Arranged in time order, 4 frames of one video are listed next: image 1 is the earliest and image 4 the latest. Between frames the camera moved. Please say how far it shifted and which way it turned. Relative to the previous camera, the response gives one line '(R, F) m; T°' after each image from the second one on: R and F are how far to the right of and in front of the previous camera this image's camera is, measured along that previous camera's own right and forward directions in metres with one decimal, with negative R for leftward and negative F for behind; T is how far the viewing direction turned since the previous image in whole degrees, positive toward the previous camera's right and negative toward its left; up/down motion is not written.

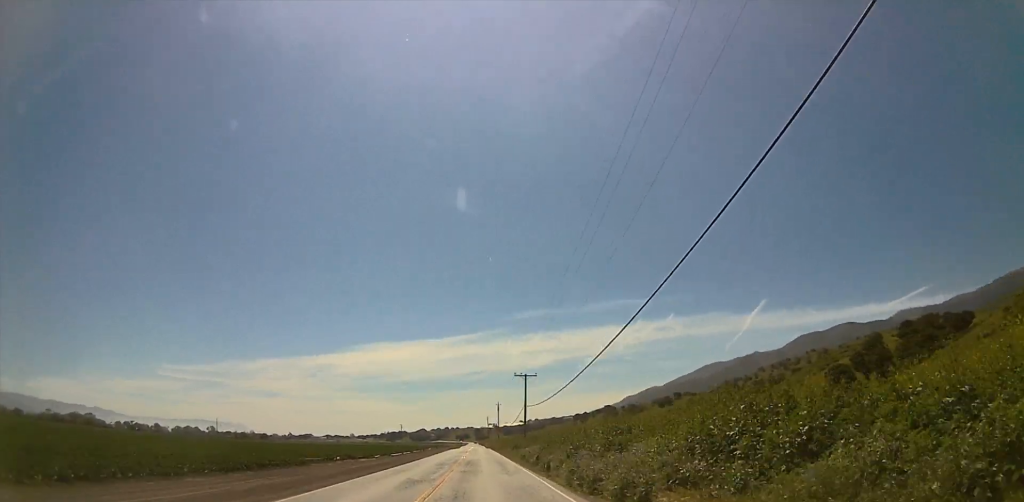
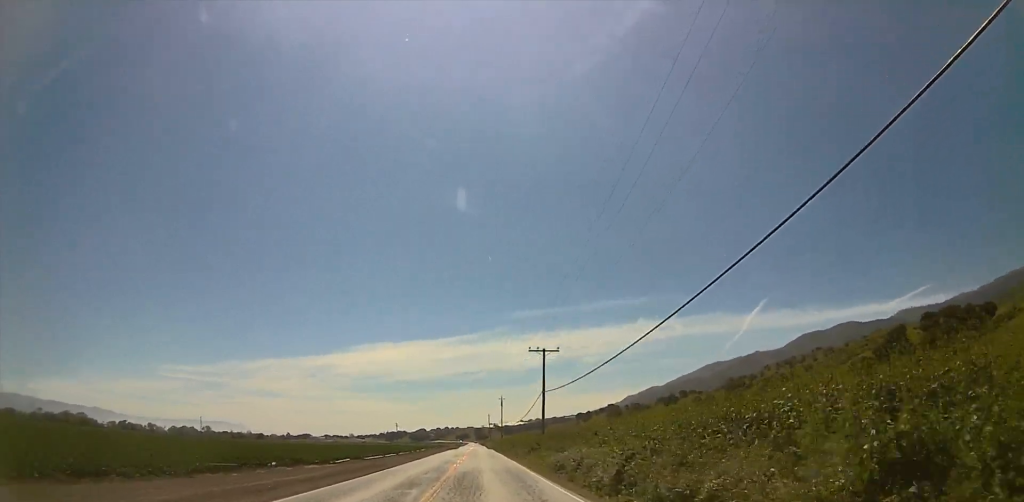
(-0.9, +19.5) m; 0°
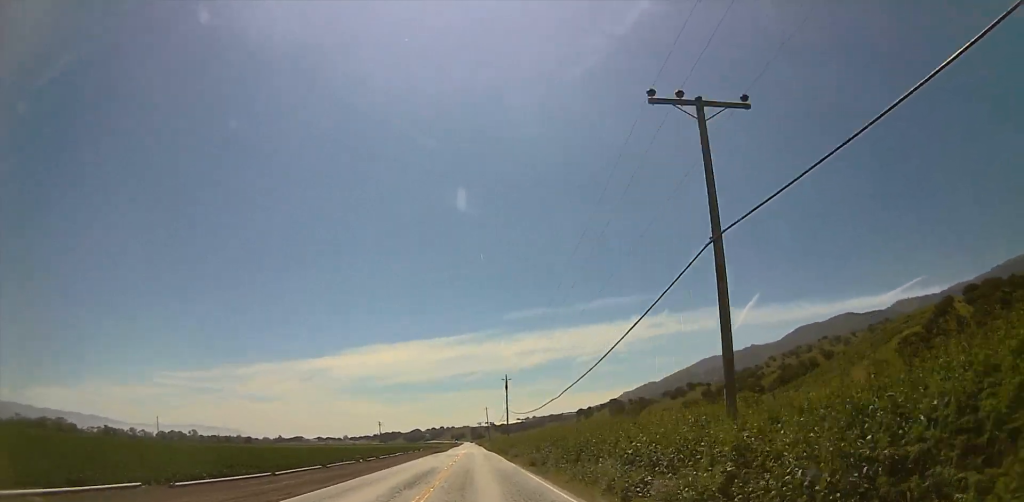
(+0.9, +39.6) m; +1°
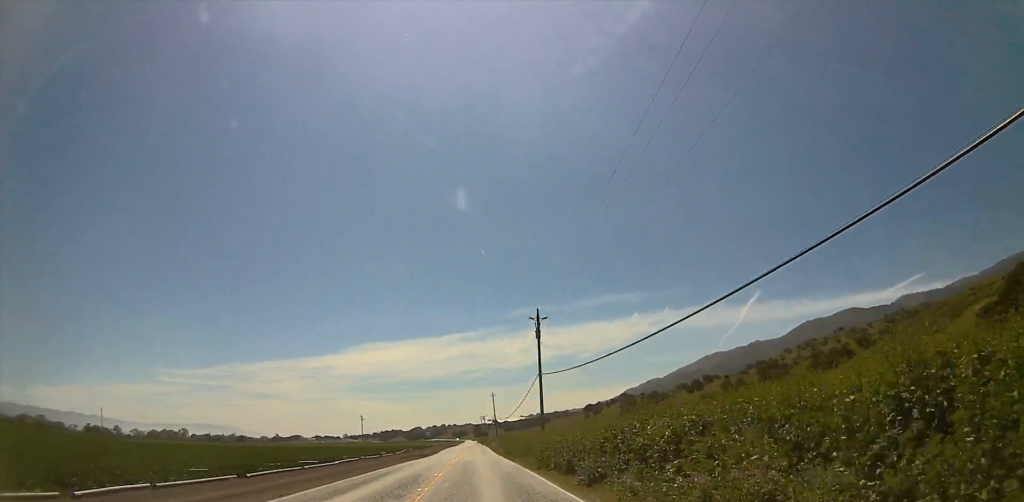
(-0.5, +43.9) m; -1°
